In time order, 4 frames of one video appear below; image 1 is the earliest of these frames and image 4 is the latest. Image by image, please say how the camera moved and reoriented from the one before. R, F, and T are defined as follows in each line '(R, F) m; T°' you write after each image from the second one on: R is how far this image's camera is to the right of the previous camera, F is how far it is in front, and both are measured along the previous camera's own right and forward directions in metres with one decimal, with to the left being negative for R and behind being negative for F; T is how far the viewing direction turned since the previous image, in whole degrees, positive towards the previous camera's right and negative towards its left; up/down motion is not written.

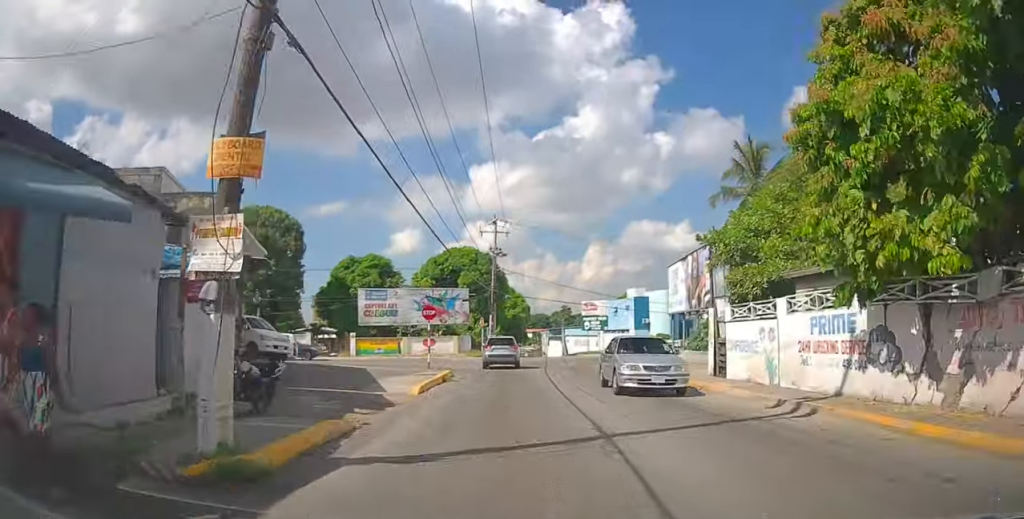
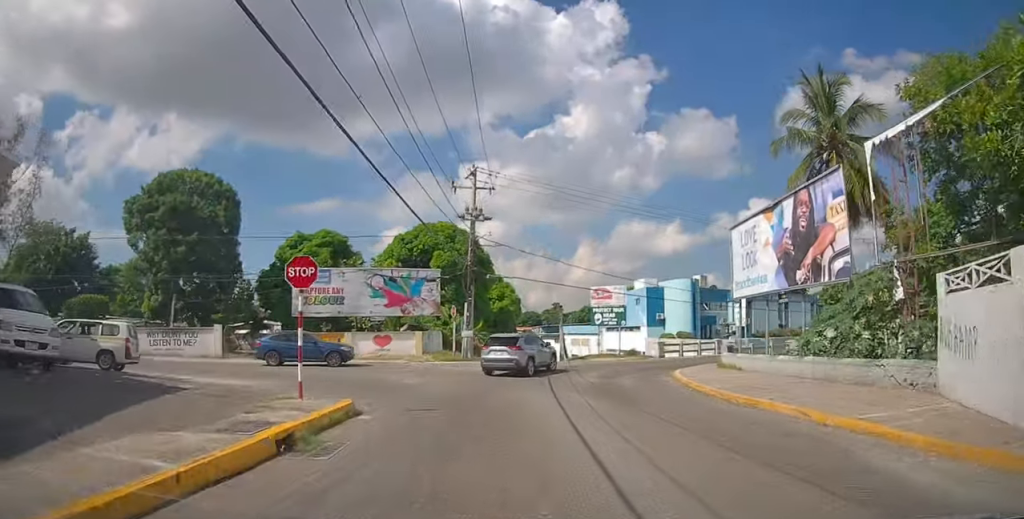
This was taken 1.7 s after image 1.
(0.0, +12.8) m; -1°
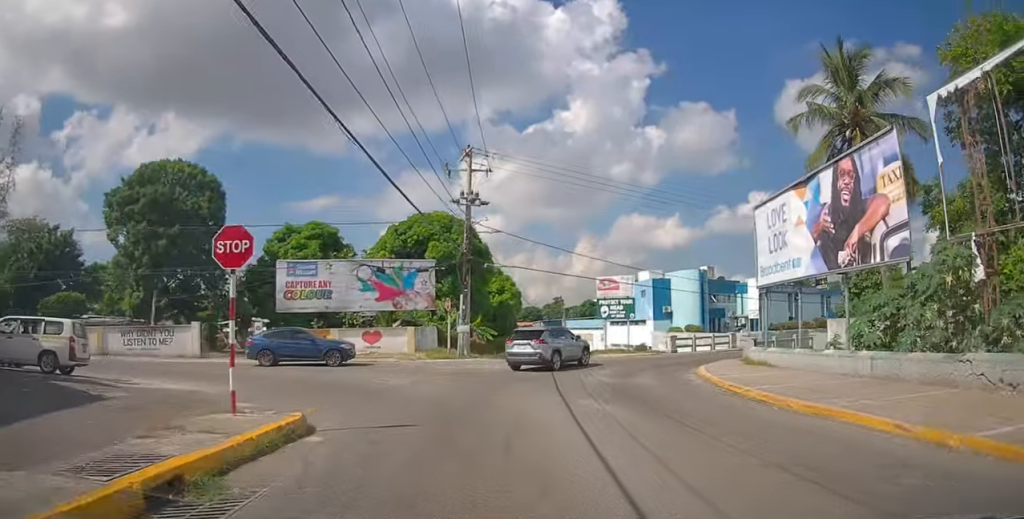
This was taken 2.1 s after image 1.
(0.0, +2.6) m; 0°
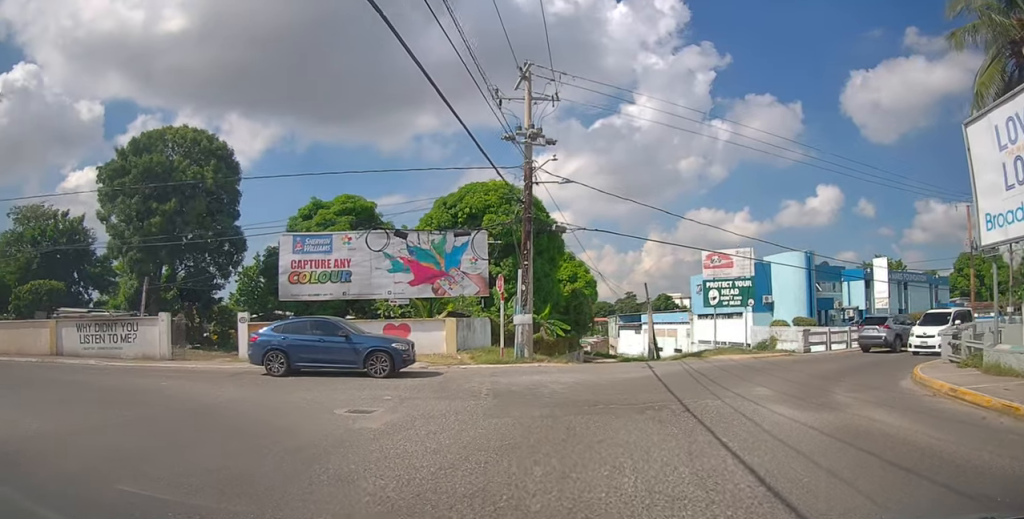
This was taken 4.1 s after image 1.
(-0.1, +8.9) m; -9°
